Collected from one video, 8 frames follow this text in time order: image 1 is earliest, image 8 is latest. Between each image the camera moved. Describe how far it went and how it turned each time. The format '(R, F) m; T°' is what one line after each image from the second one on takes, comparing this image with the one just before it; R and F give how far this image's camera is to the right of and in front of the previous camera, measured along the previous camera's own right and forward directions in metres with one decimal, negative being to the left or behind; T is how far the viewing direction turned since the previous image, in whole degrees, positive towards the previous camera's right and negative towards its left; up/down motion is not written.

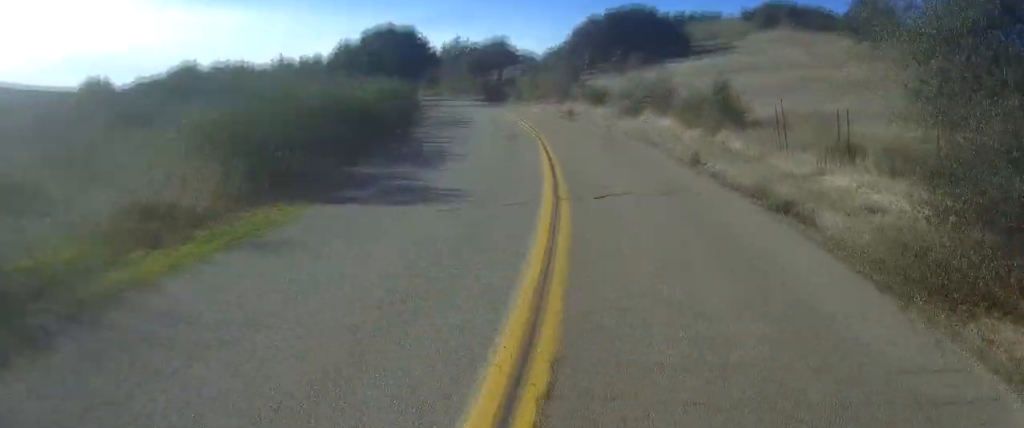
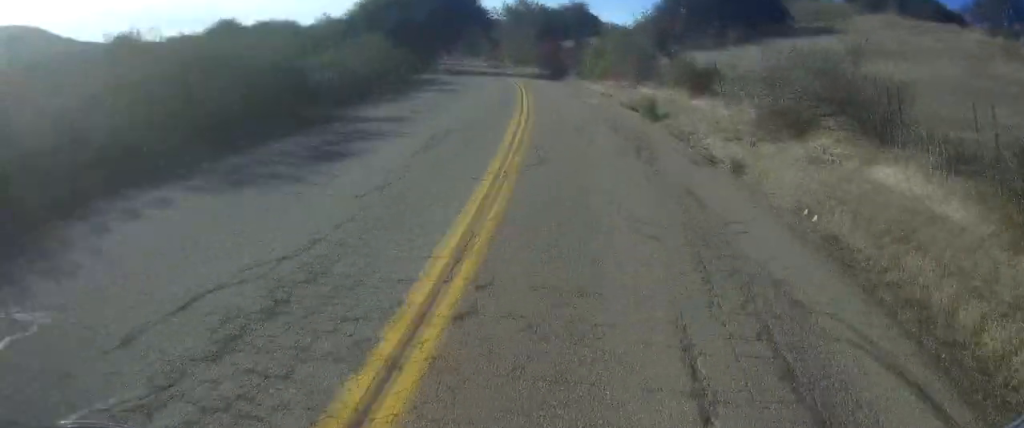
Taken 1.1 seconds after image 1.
(-0.6, +18.2) m; -5°
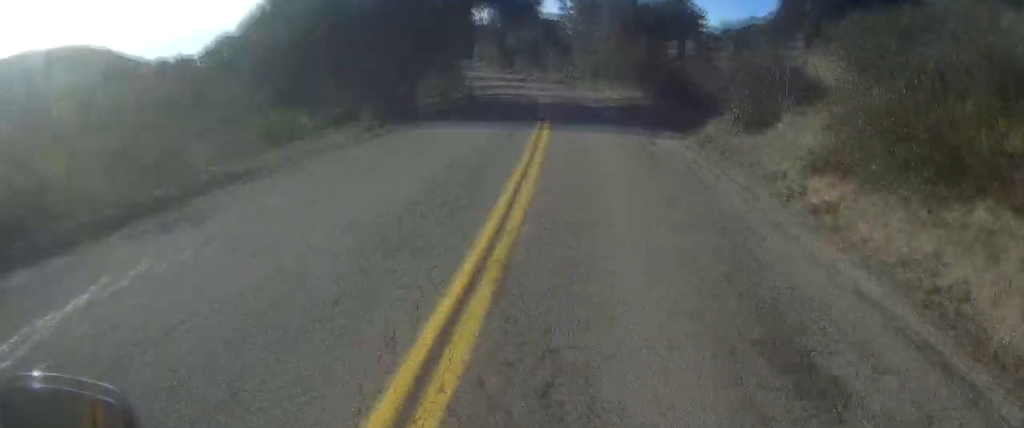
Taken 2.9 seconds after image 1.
(-3.7, +30.7) m; -14°
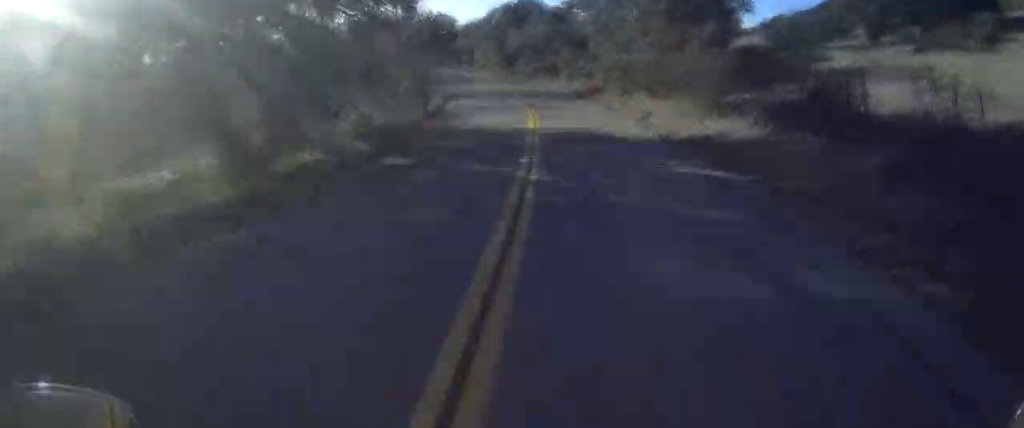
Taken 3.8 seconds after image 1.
(-1.0, +17.4) m; -6°
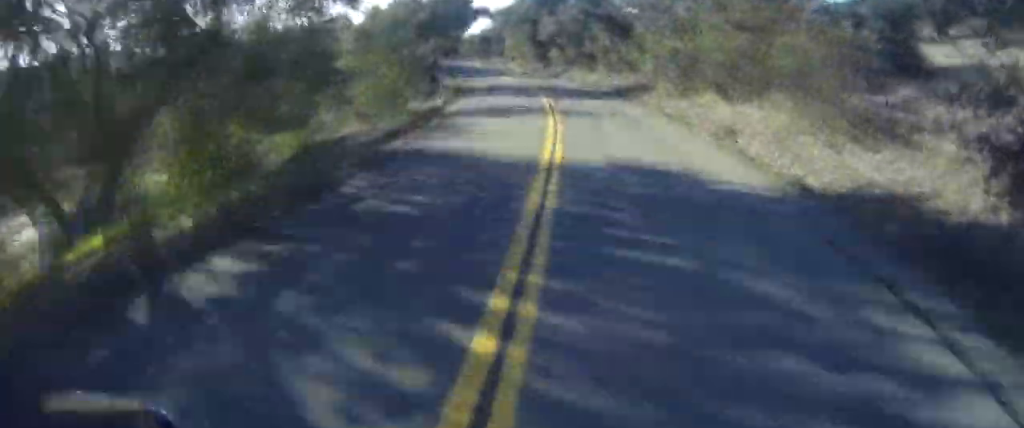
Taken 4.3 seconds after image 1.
(-0.4, +8.5) m; -2°
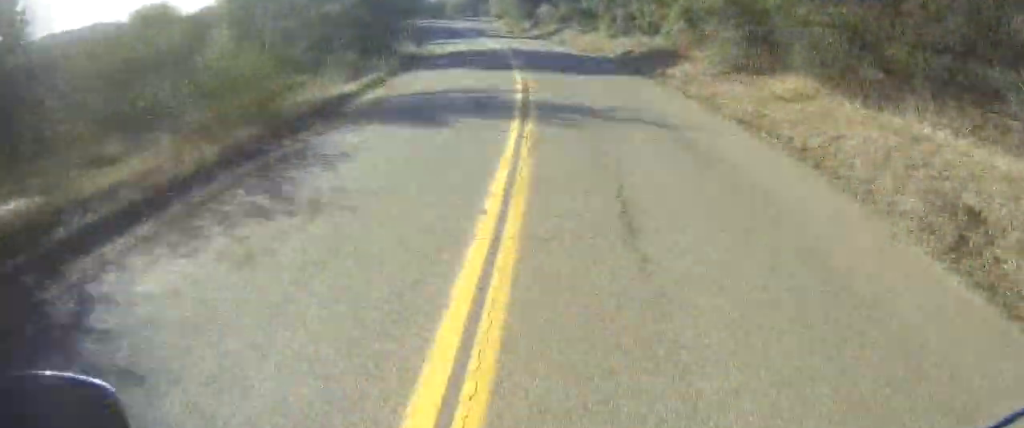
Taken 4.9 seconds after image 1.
(-0.1, +10.3) m; -1°
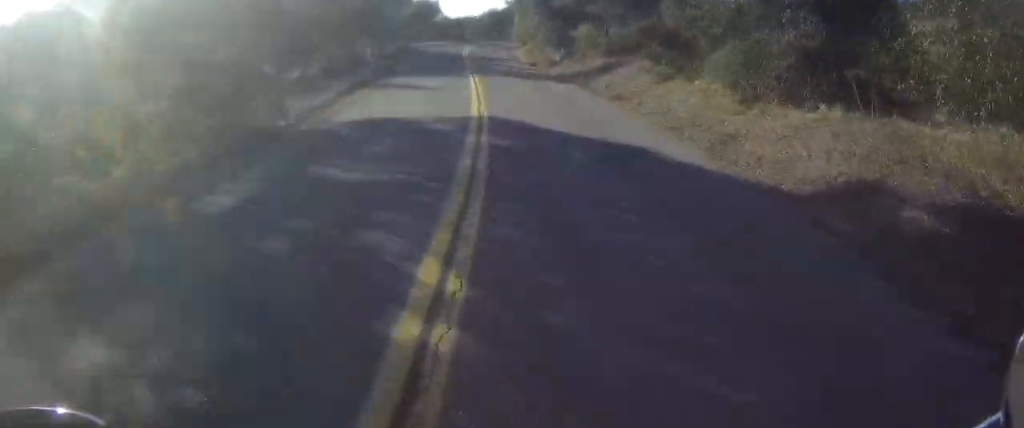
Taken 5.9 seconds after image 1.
(-0.3, +19.0) m; -2°
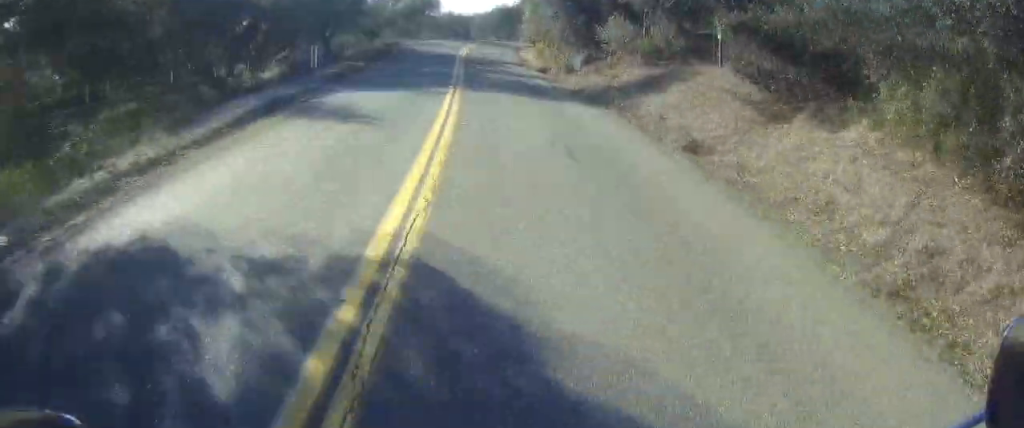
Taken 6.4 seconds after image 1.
(0.0, +8.7) m; -1°
